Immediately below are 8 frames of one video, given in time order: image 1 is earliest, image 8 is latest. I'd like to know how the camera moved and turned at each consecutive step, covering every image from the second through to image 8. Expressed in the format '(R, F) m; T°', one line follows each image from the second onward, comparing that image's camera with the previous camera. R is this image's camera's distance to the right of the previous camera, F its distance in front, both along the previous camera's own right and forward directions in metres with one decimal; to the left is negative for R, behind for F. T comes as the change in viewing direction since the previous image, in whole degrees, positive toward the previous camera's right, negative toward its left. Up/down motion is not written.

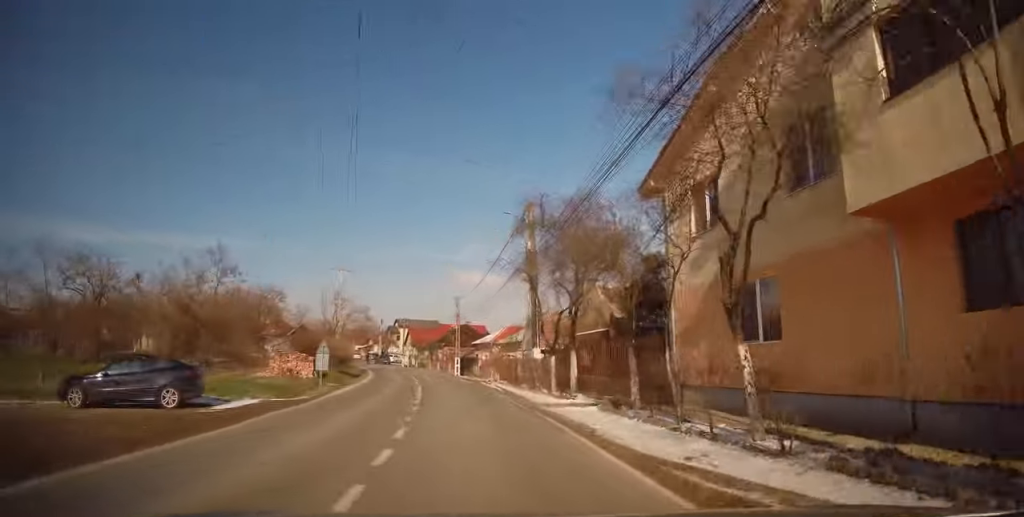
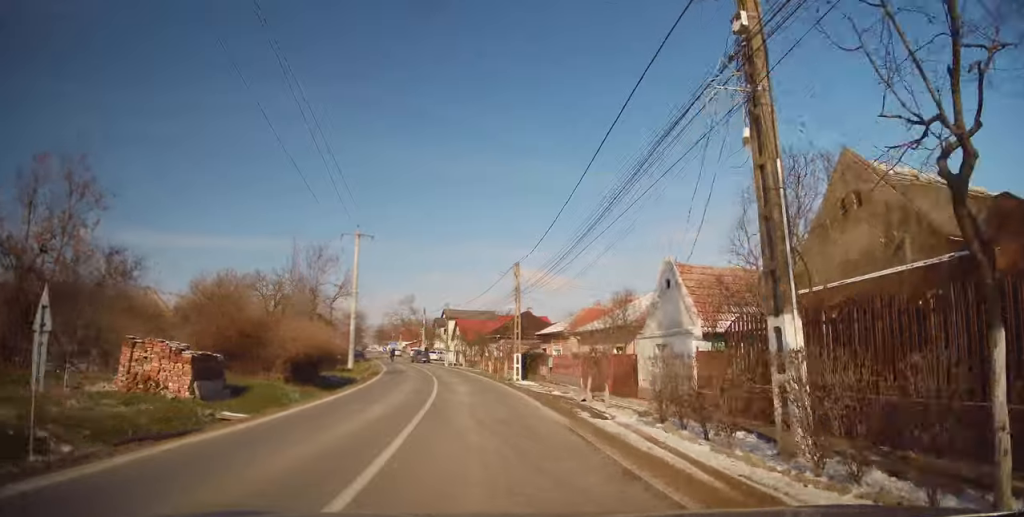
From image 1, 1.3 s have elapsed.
(-0.8, +17.4) m; -5°
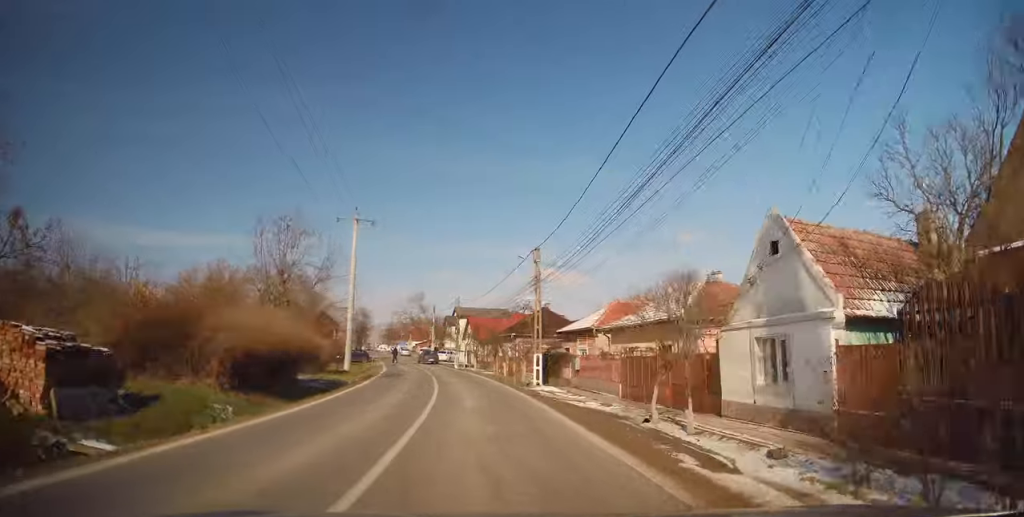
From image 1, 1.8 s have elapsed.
(0.0, +5.6) m; -1°
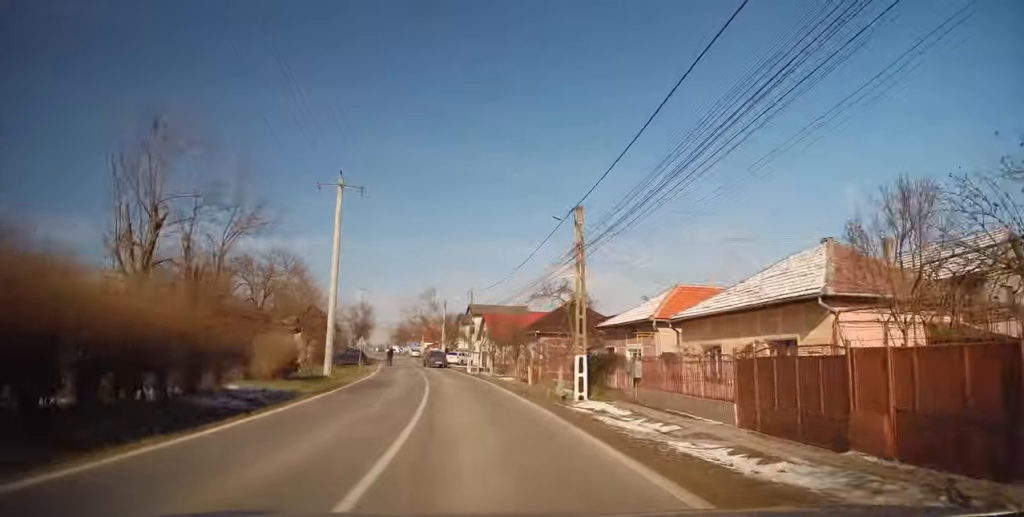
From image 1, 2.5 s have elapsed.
(-0.2, +9.2) m; -2°
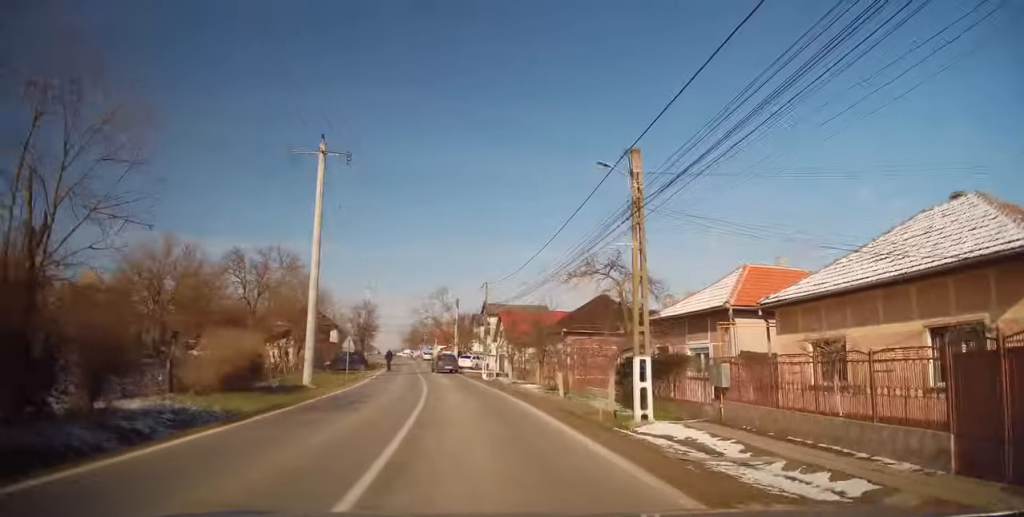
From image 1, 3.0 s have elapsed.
(0.0, +6.6) m; -2°
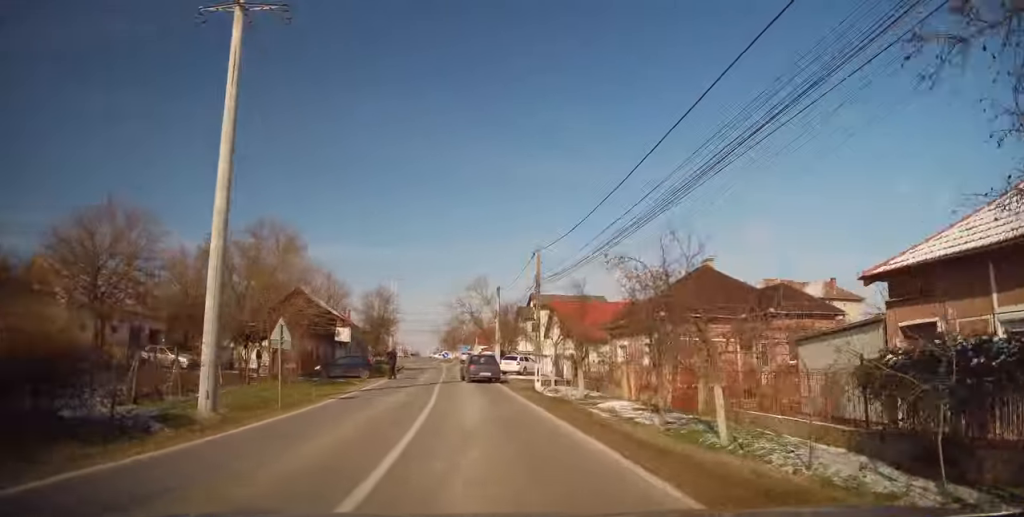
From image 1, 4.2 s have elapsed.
(-0.5, +12.9) m; -4°
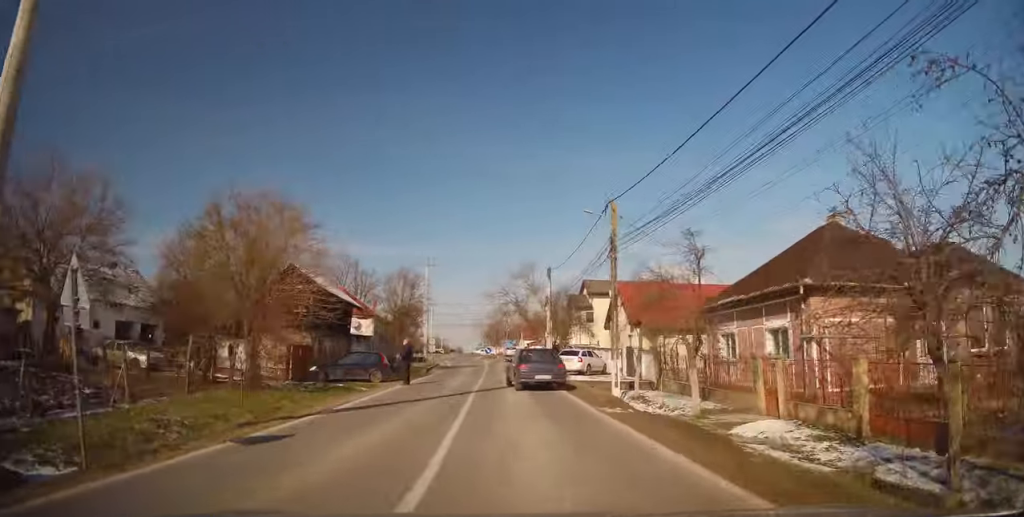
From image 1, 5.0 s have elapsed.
(-0.2, +8.4) m; -3°
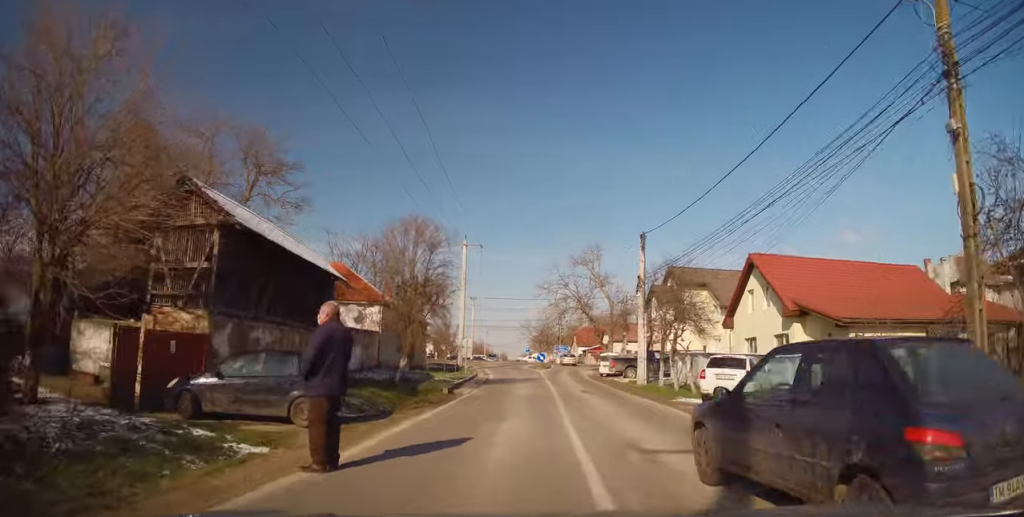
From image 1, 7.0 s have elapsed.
(-1.0, +16.4) m; -5°
